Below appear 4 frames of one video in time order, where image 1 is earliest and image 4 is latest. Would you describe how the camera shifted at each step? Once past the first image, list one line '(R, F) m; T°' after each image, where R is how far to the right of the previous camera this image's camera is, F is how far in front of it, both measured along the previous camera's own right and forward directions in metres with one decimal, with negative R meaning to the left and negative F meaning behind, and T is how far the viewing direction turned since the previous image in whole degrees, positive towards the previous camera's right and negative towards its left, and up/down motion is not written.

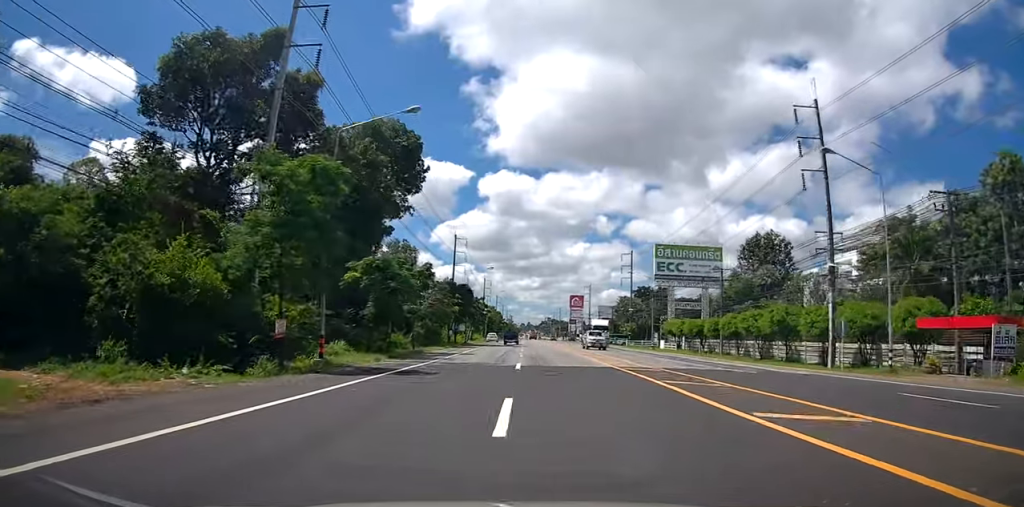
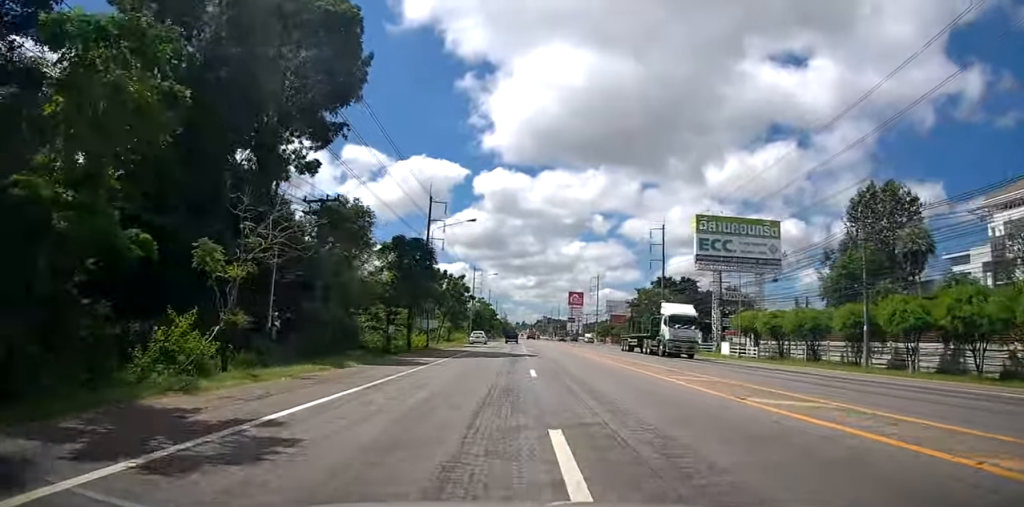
(0.0, +29.0) m; 0°
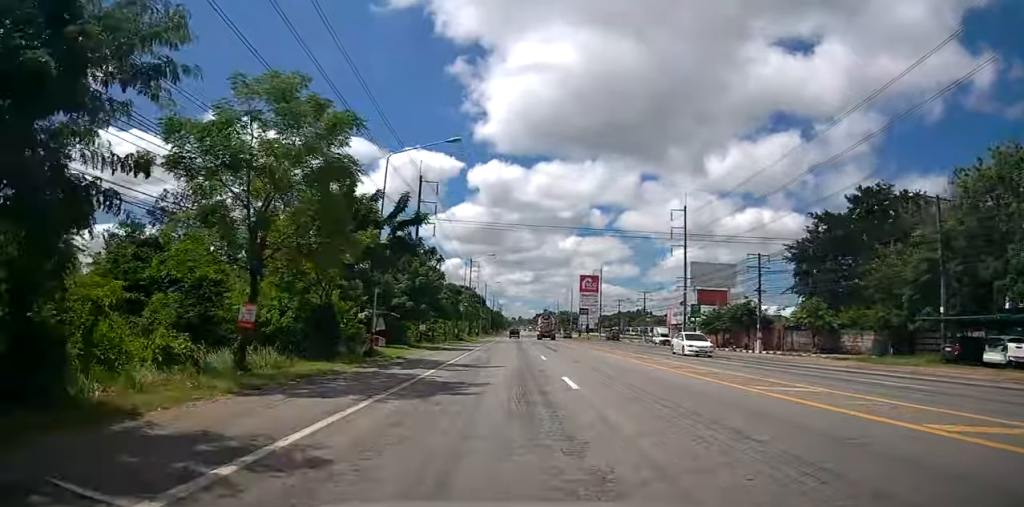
(+0.8, +89.6) m; +1°
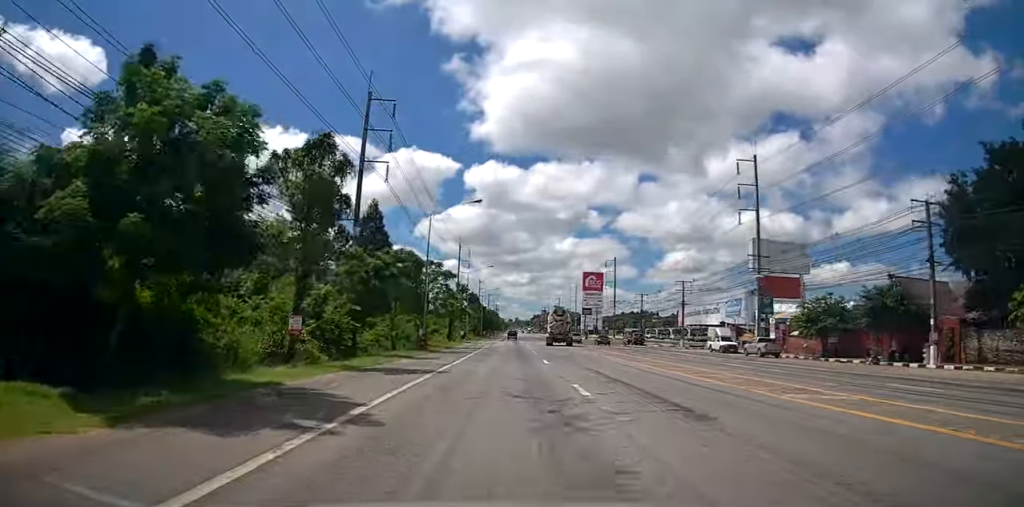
(0.0, +25.6) m; -1°
